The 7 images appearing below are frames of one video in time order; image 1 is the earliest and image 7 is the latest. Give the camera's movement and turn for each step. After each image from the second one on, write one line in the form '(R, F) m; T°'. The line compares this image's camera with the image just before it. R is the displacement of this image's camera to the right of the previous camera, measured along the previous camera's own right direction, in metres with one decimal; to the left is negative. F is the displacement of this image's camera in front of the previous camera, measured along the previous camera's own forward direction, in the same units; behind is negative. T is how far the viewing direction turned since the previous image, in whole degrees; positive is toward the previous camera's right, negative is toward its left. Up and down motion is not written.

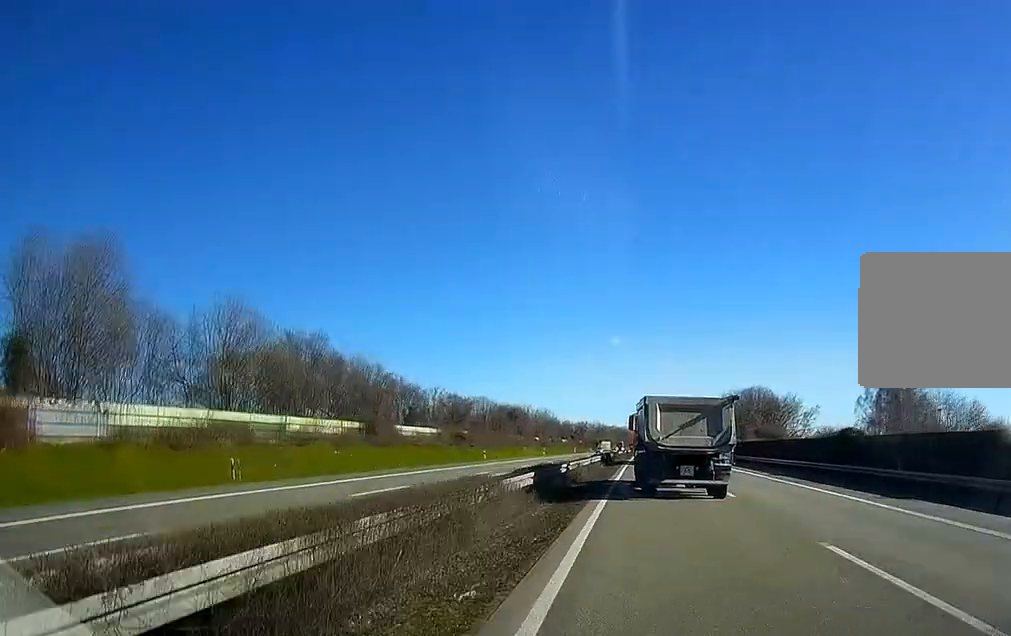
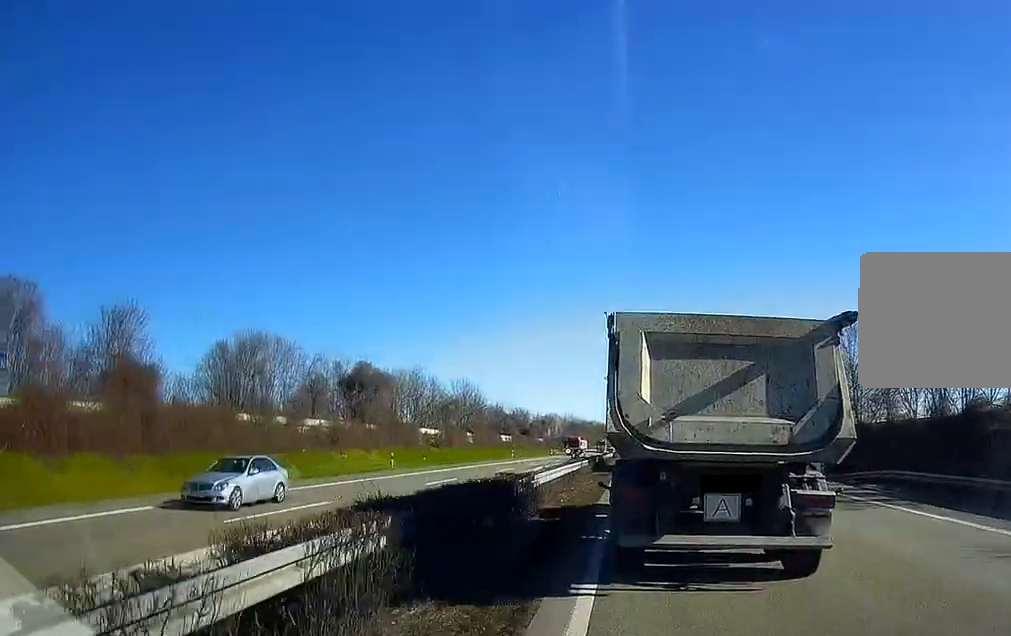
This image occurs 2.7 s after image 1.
(-0.2, +87.3) m; +1°
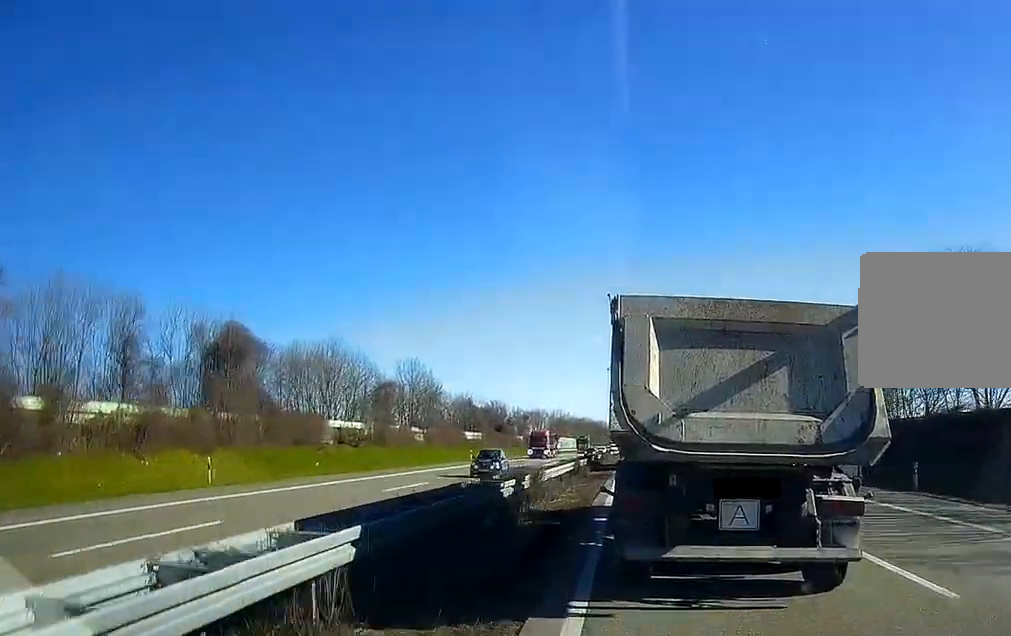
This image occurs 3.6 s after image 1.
(+0.1, +26.5) m; 0°
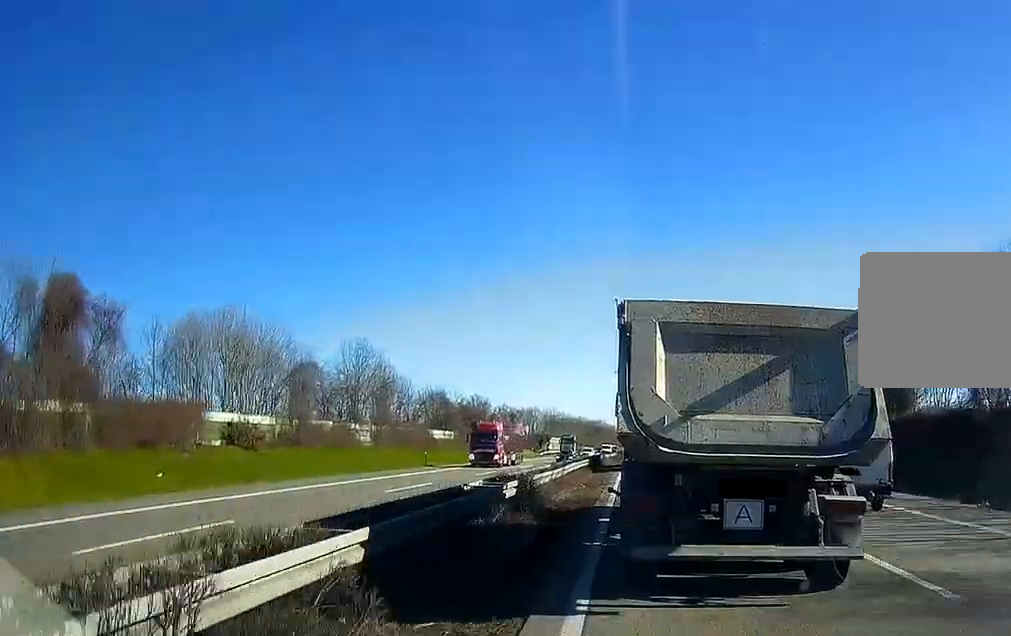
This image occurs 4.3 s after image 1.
(+0.2, +19.4) m; -1°
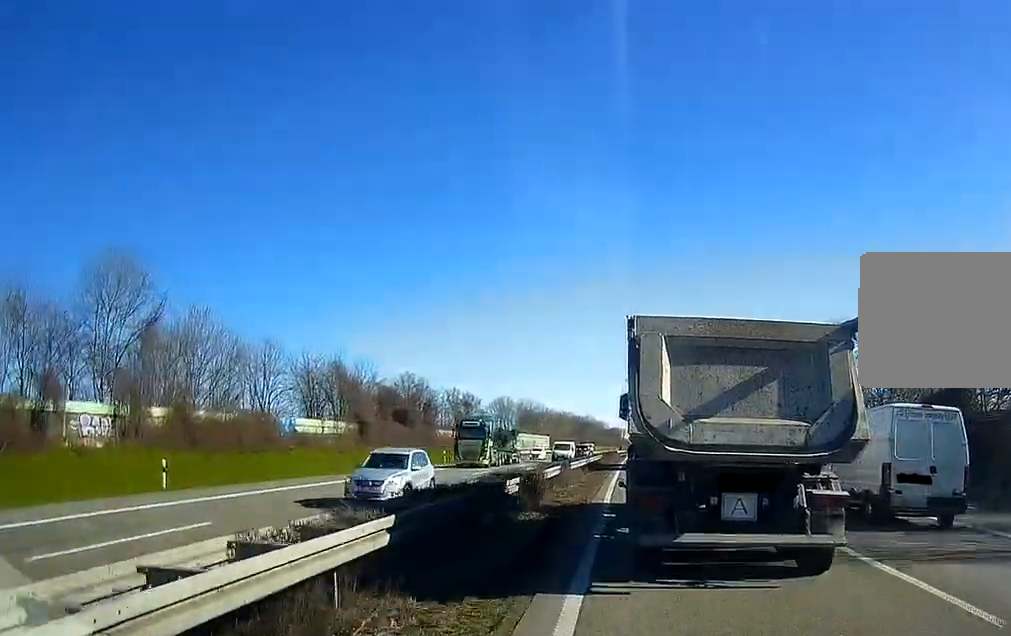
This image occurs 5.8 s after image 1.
(-0.4, +37.8) m; +1°
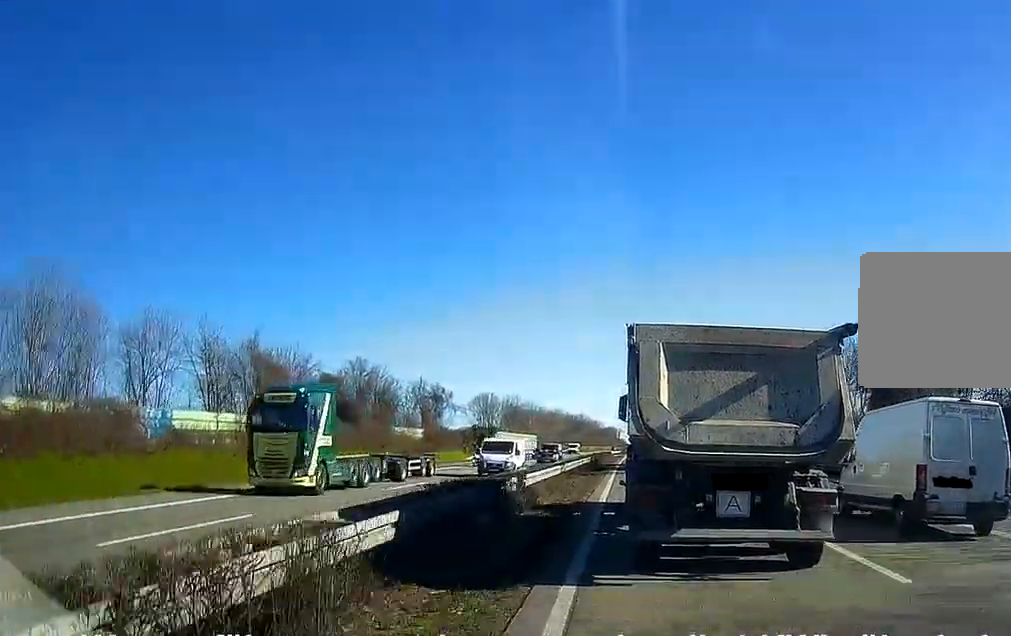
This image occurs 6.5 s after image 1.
(+0.2, +15.4) m; +1°
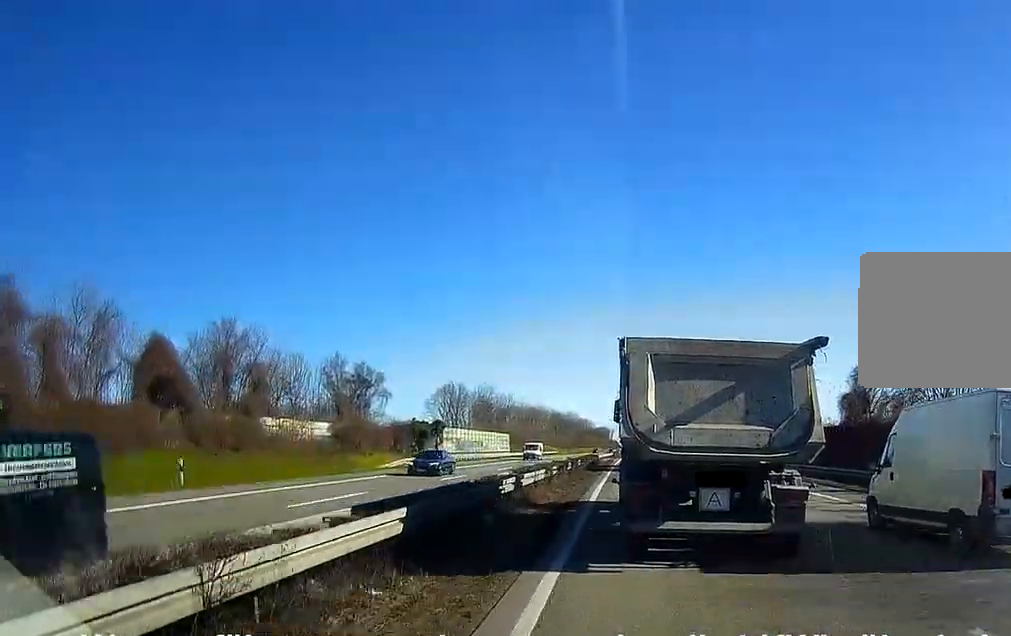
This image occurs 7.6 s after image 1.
(+0.2, +25.7) m; -1°
